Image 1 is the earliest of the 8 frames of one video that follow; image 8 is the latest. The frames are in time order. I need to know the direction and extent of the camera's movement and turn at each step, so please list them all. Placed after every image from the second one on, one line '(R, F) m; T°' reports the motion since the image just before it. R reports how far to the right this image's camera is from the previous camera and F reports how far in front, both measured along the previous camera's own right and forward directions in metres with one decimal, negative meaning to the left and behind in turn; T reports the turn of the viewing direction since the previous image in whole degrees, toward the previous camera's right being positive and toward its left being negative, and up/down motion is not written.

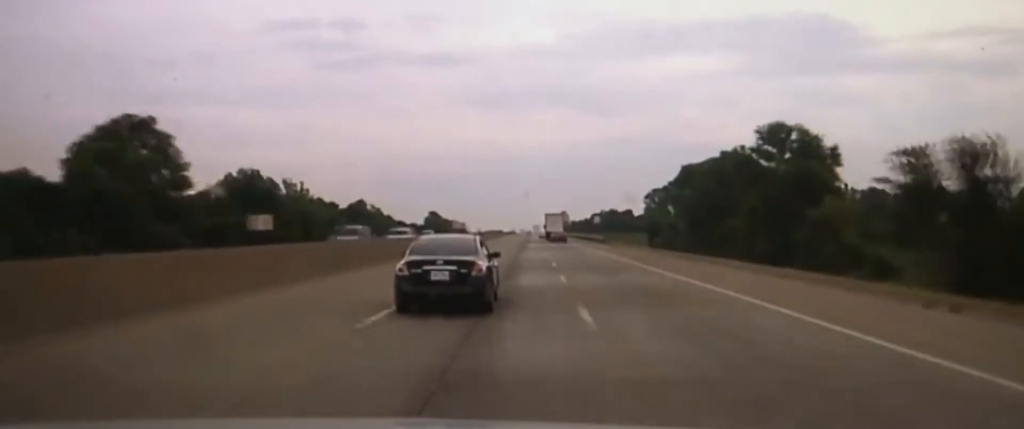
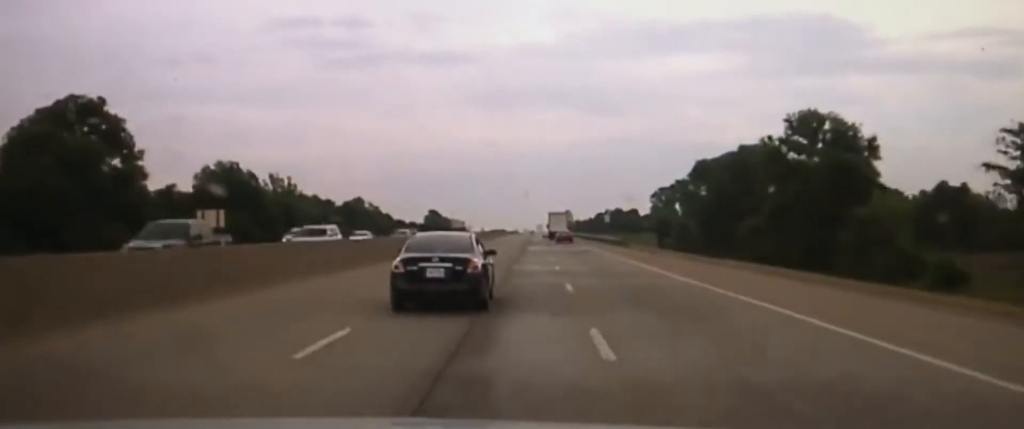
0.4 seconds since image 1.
(0.0, +18.3) m; 0°
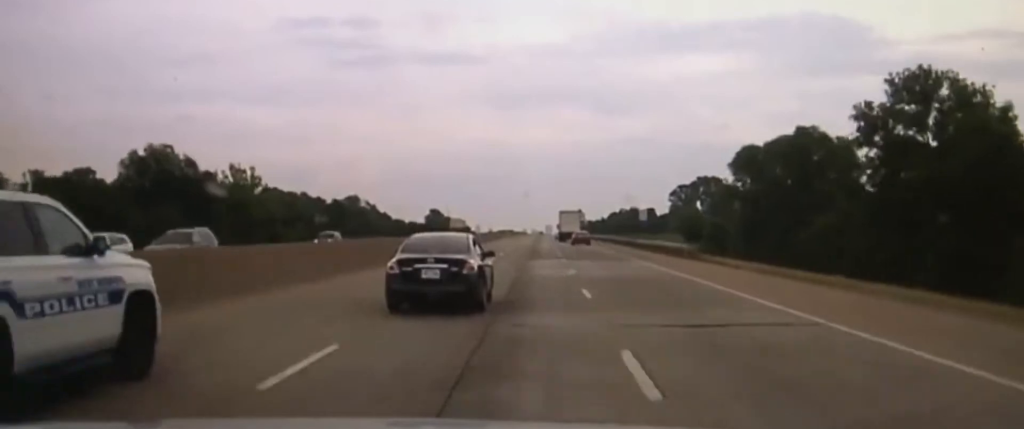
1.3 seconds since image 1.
(0.0, +36.6) m; 0°
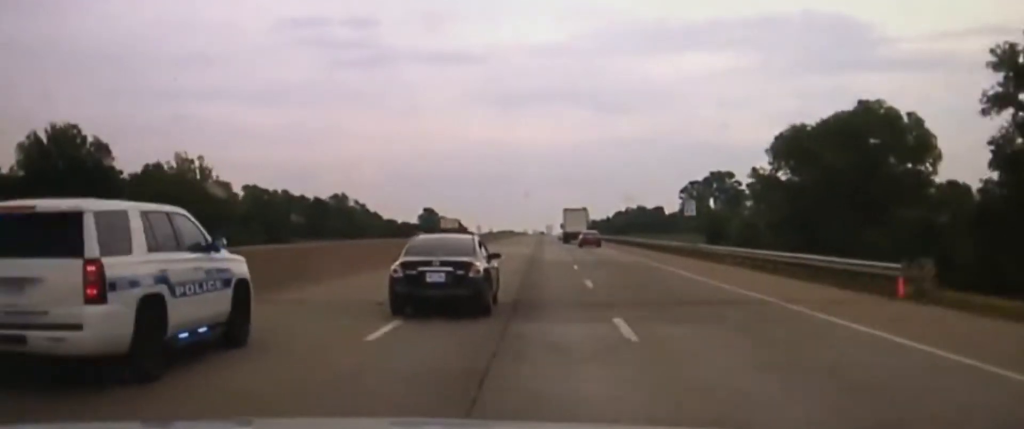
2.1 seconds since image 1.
(+0.1, +31.9) m; -1°
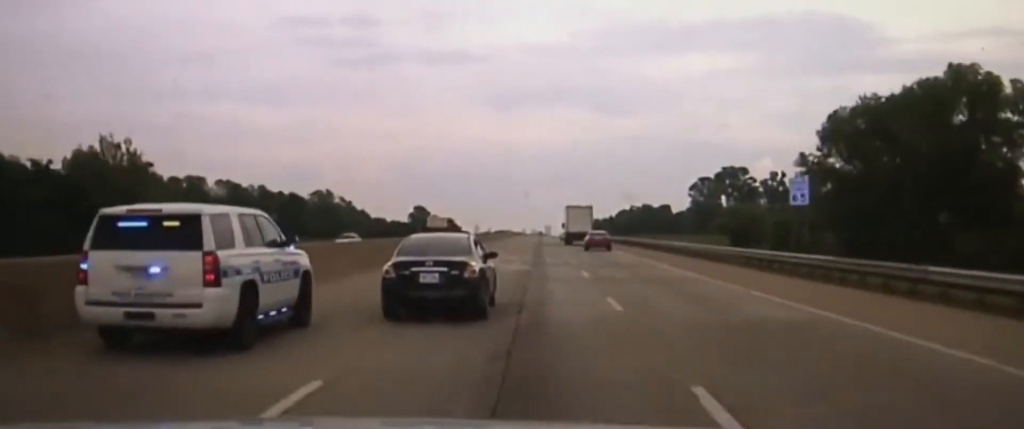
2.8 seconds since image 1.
(-0.4, +29.3) m; 0°
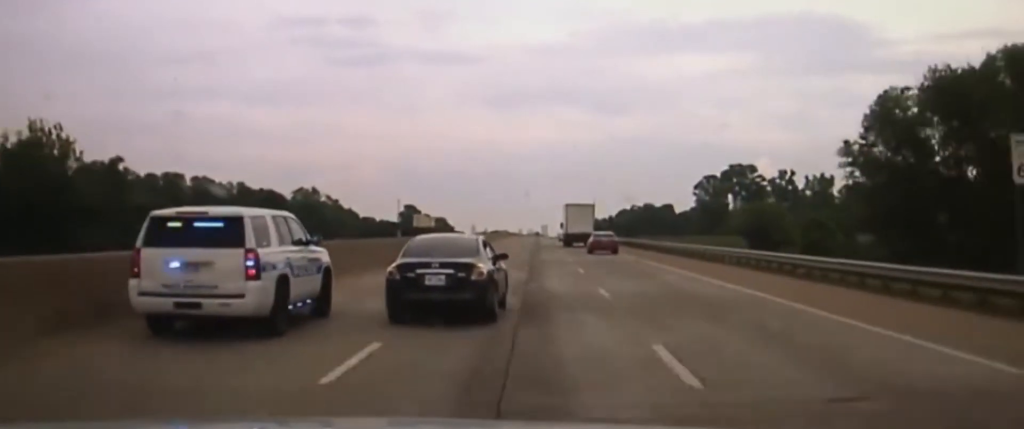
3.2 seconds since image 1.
(0.0, +19.9) m; 0°
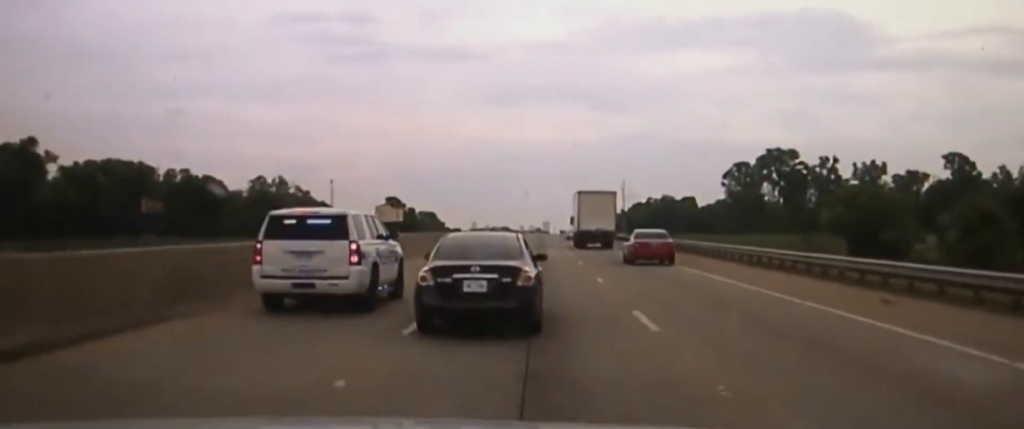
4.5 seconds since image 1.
(+0.1, +49.8) m; 0°
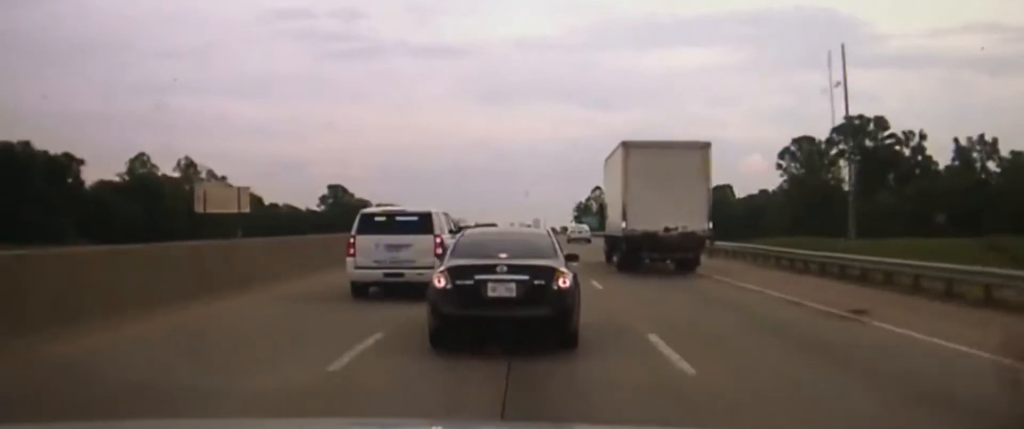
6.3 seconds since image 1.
(+0.3, +80.0) m; +1°
